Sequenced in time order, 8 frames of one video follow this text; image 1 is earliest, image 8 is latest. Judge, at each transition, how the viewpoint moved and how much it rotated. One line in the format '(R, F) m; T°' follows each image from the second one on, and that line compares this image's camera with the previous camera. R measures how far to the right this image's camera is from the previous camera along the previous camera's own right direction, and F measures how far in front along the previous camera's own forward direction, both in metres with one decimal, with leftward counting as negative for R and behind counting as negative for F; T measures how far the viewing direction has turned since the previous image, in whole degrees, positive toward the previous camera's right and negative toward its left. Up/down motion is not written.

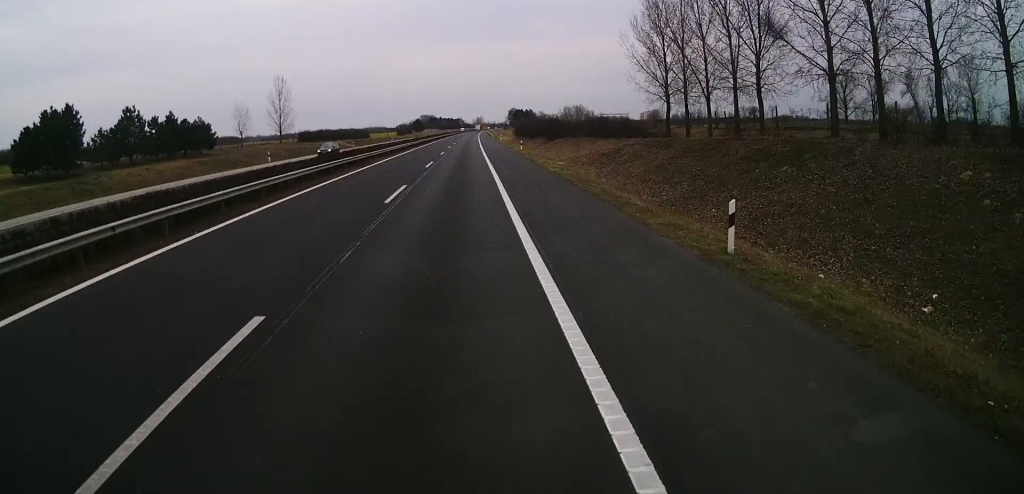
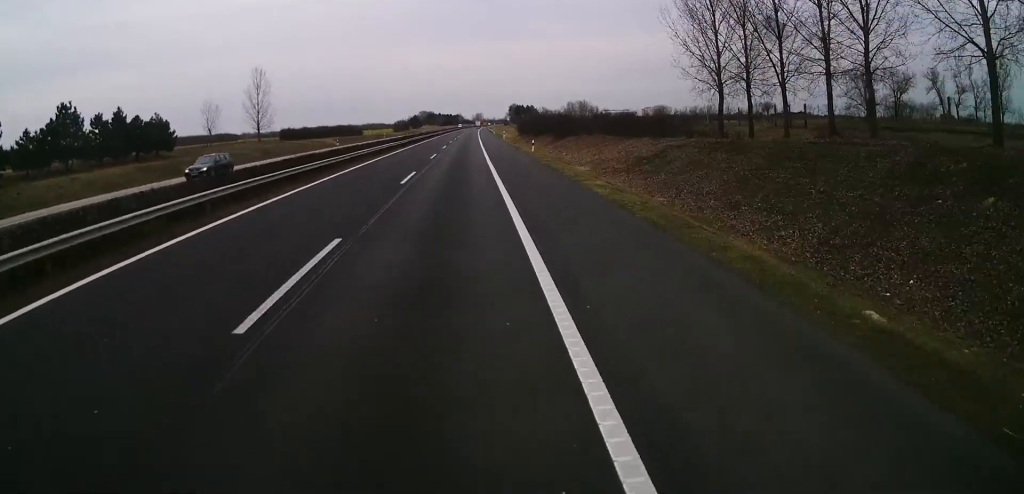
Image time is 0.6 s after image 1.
(0.0, +13.0) m; 0°
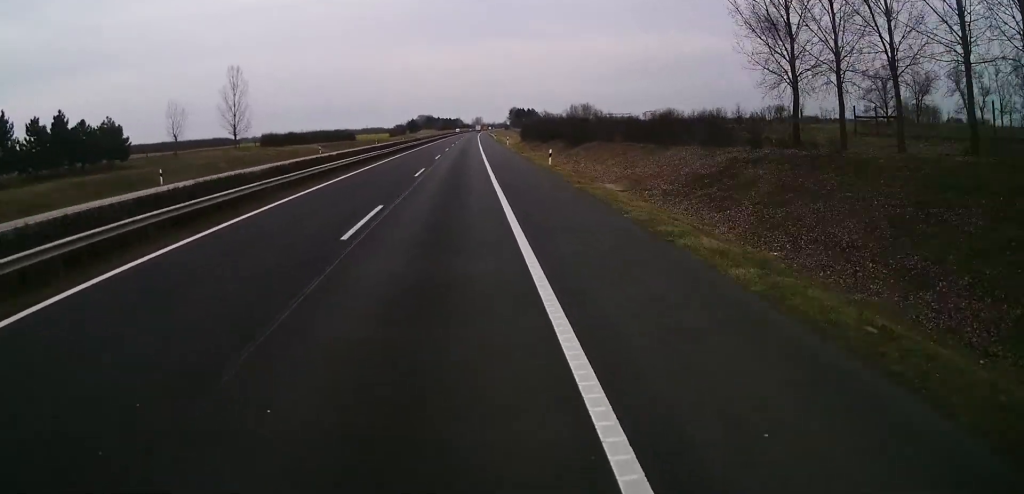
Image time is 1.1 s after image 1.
(0.0, +11.5) m; 0°
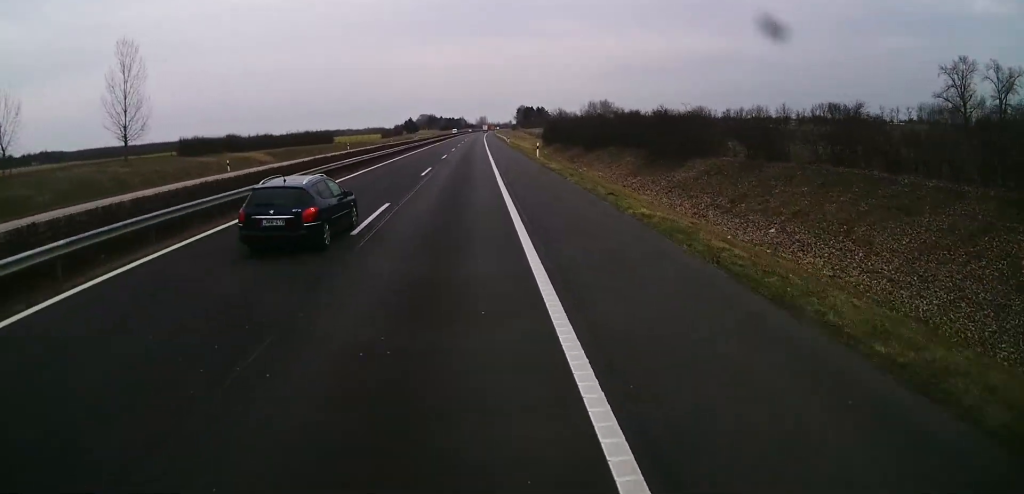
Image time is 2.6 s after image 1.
(+0.5, +36.1) m; 0°
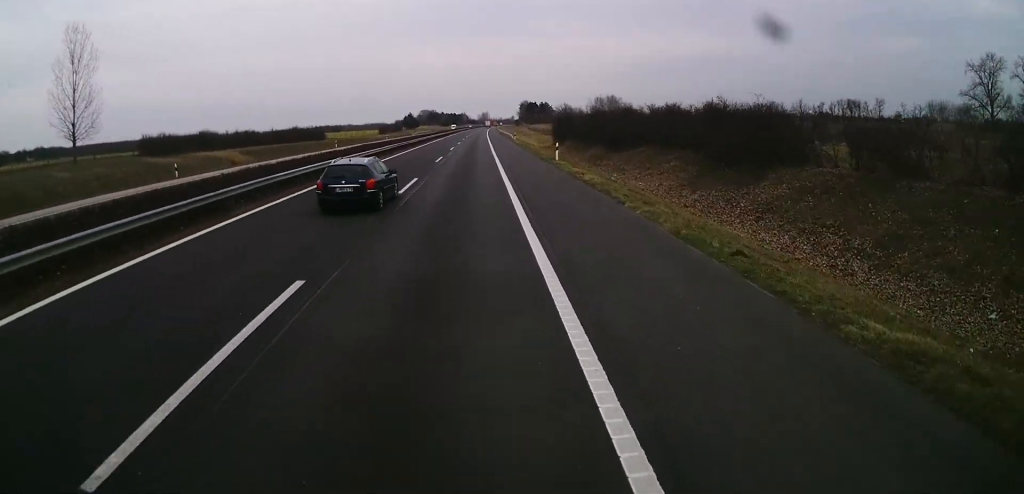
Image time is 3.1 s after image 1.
(0.0, +10.8) m; 0°
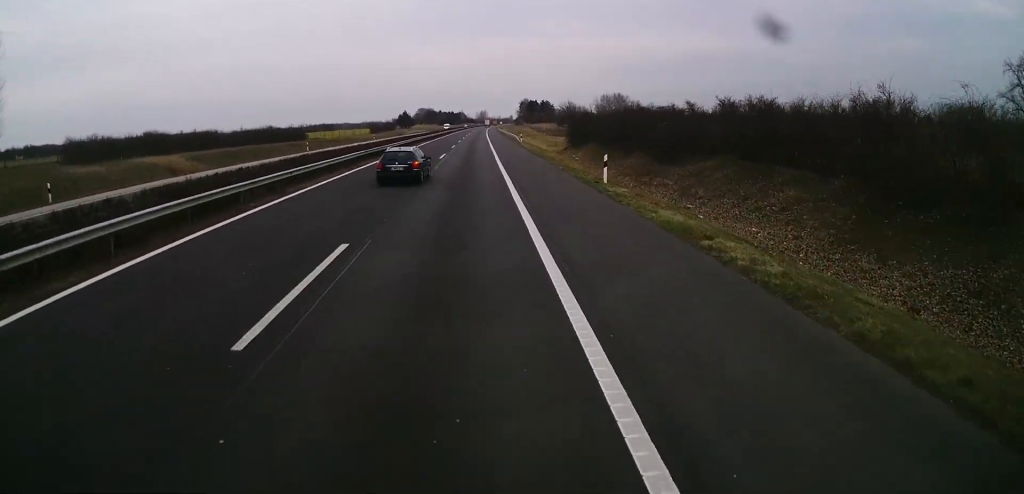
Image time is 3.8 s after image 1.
(-0.2, +15.3) m; -1°
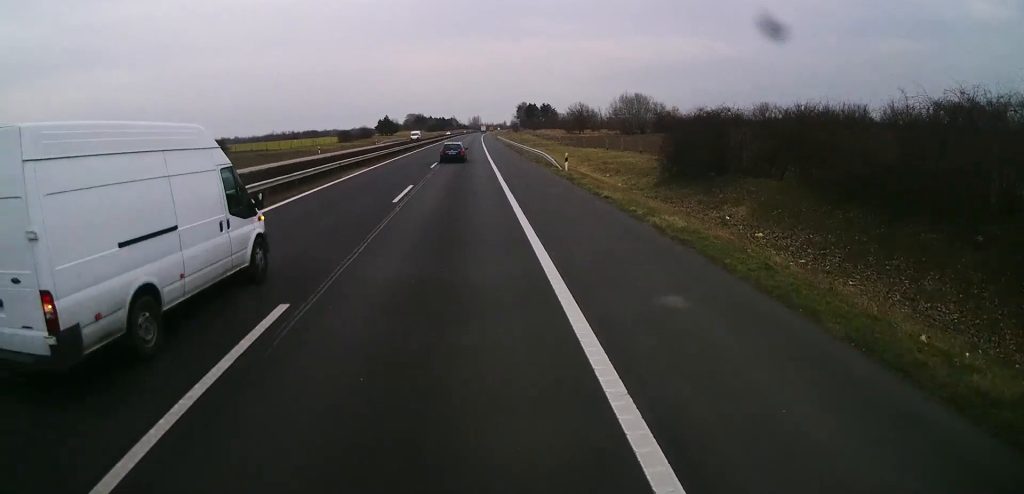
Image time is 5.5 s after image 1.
(-0.2, +40.7) m; 0°
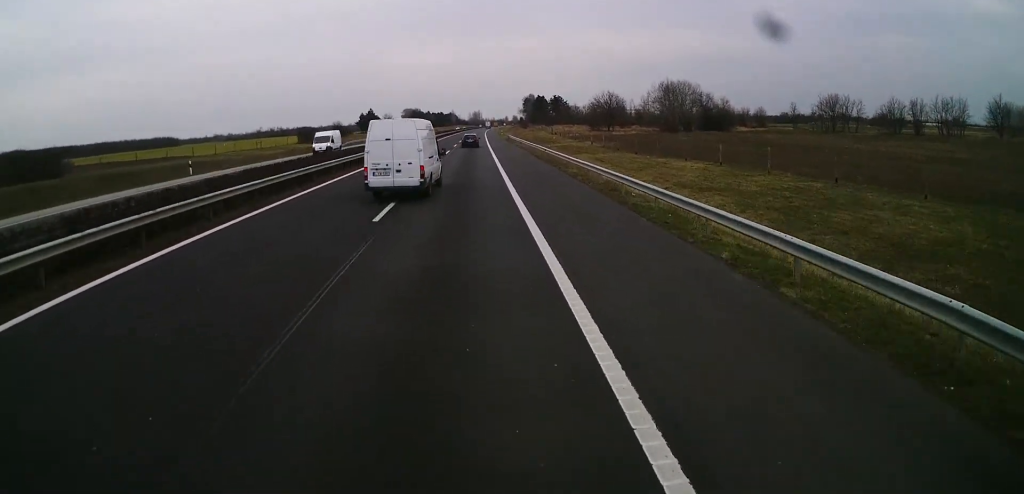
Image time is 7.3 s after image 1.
(+0.4, +41.5) m; +2°
